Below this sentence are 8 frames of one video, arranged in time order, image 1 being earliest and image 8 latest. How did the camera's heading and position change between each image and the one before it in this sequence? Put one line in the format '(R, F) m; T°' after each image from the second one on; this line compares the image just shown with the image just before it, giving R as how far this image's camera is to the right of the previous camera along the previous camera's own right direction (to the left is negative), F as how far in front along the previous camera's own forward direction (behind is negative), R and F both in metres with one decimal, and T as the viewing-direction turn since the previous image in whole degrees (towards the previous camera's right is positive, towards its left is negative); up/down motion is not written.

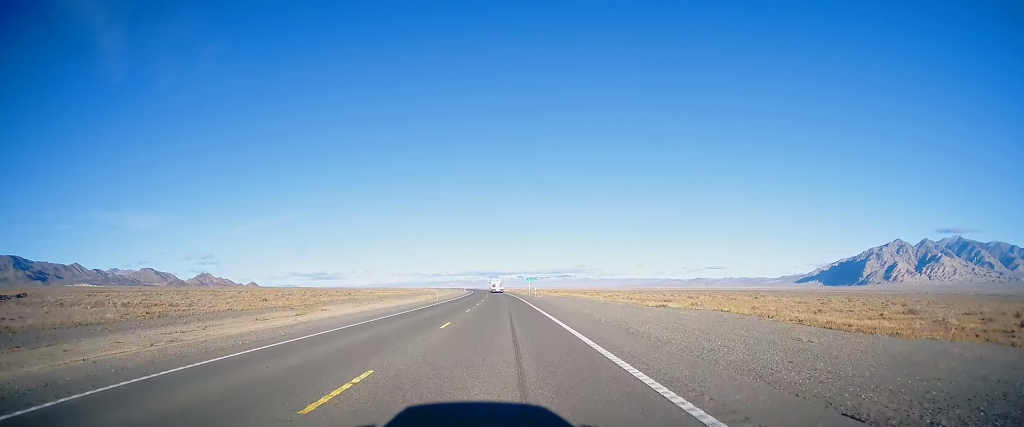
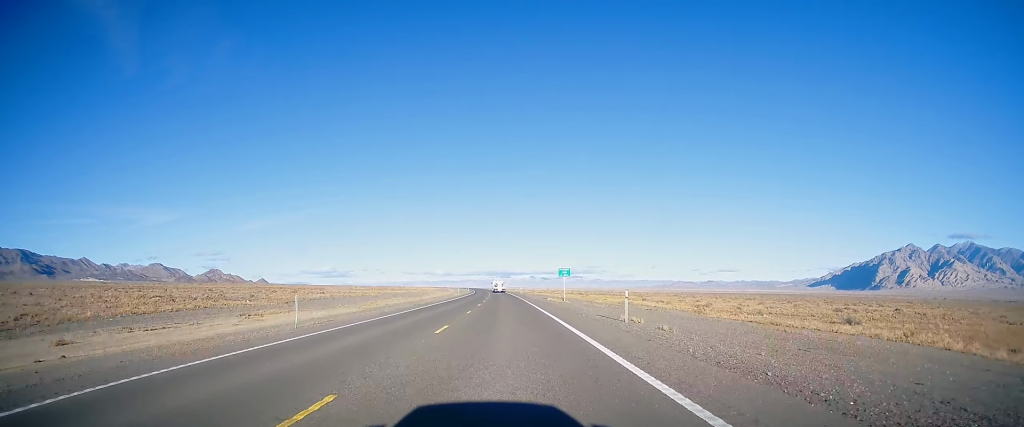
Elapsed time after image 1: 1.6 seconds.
(-0.6, +50.3) m; -1°
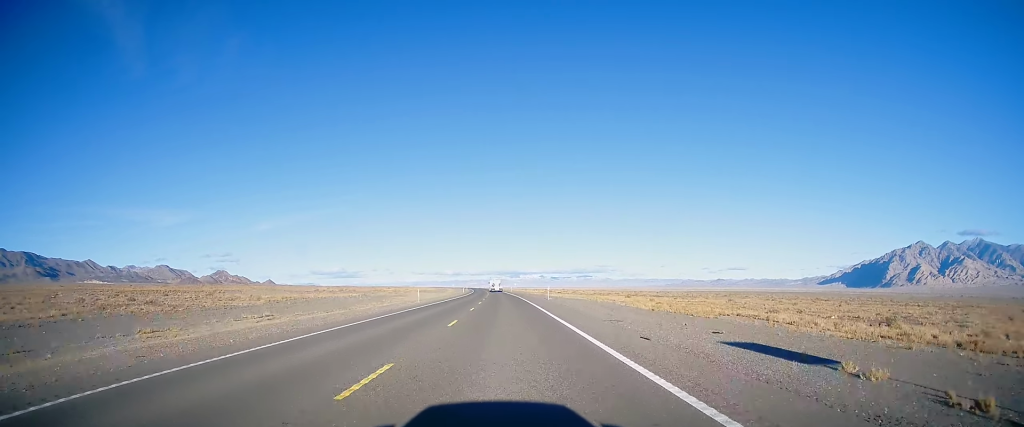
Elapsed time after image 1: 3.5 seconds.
(-0.2, +57.5) m; -1°
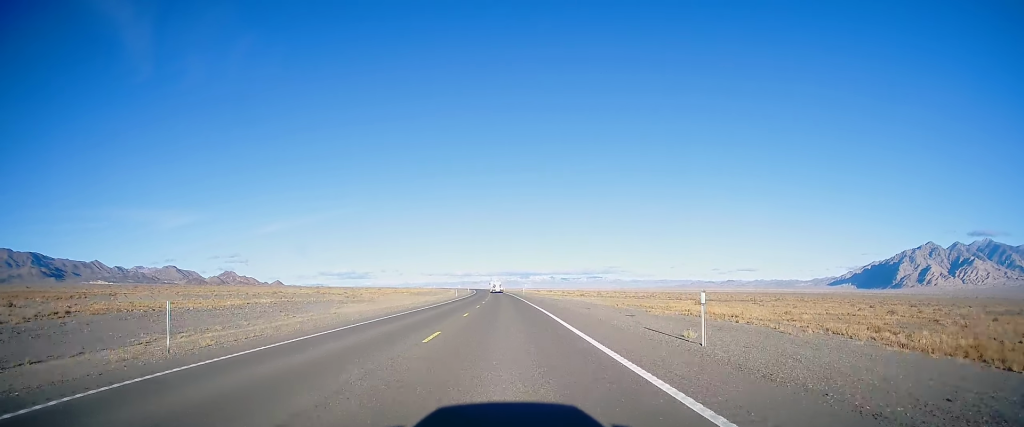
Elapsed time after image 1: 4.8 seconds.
(-0.7, +41.6) m; -1°
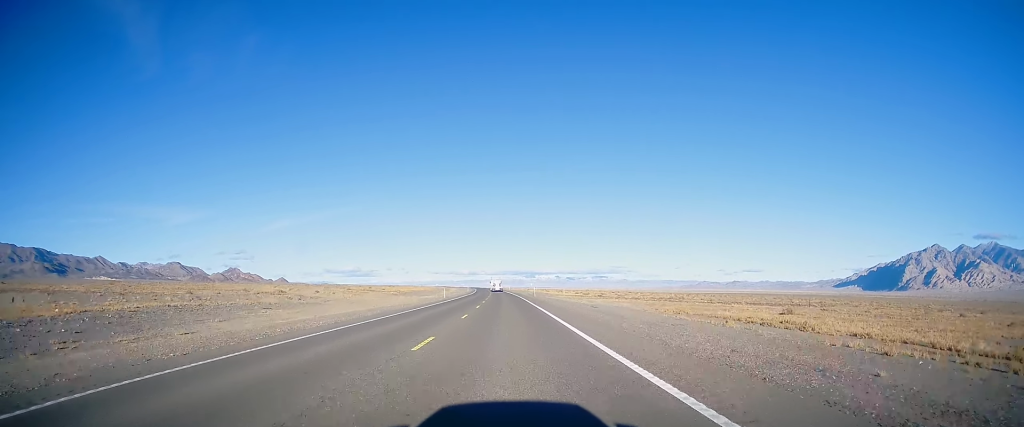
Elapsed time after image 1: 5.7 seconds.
(+0.2, +26.1) m; 0°
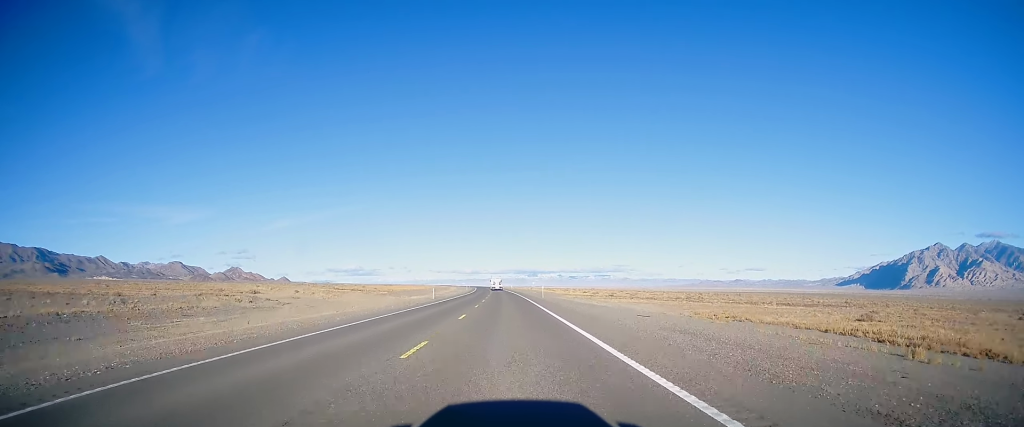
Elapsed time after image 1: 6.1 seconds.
(+0.1, +13.6) m; 0°
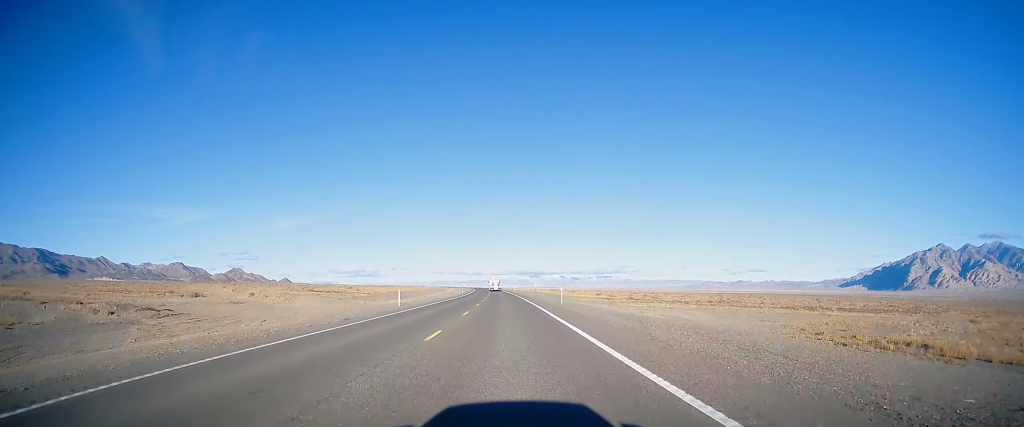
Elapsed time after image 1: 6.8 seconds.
(-0.2, +21.0) m; -1°
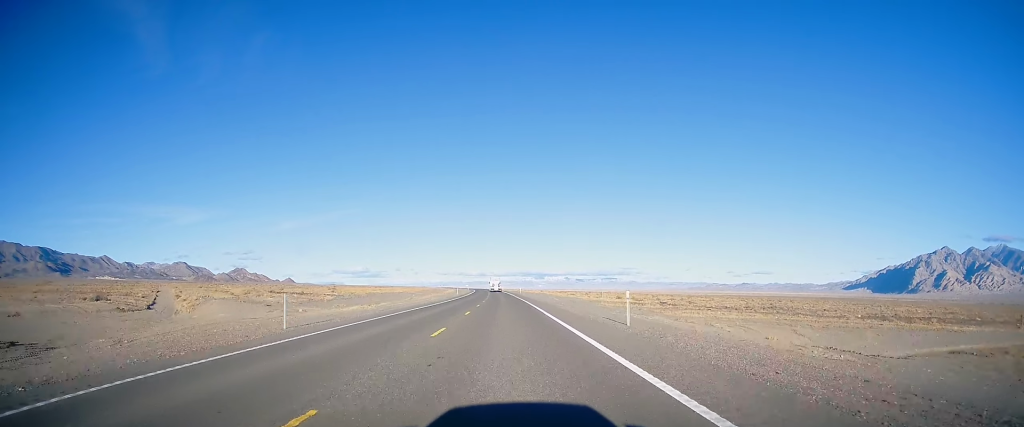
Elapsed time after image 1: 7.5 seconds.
(-0.4, +23.2) m; -1°
